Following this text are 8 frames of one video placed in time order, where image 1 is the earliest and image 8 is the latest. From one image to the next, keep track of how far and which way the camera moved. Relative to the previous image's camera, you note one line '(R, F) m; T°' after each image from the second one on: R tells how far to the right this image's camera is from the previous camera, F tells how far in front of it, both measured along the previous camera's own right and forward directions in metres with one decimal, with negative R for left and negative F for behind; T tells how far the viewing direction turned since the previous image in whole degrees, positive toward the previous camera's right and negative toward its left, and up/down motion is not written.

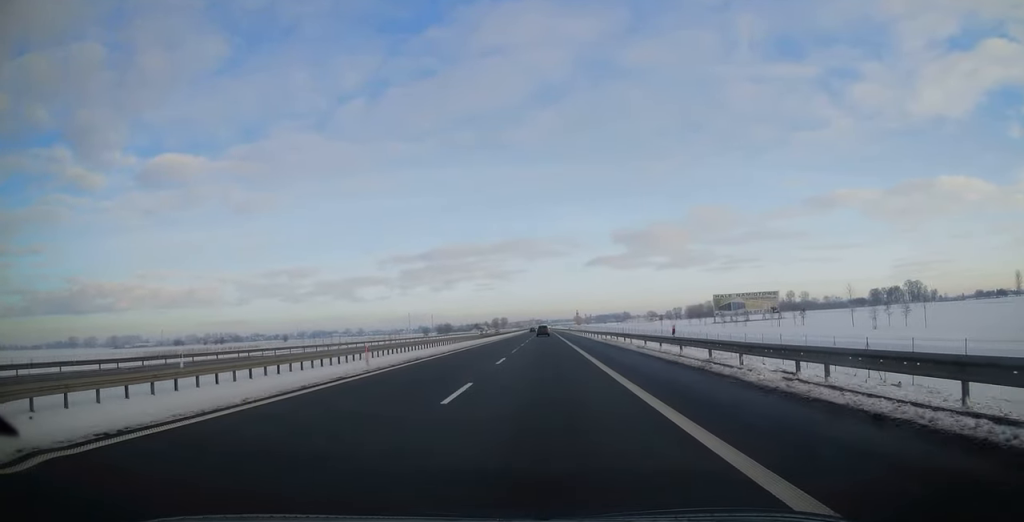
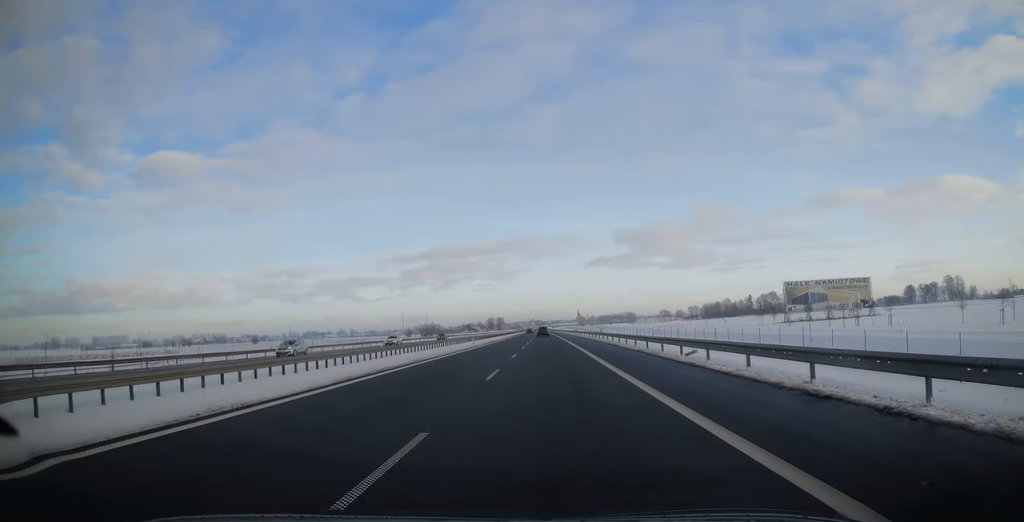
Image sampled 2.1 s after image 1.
(+0.4, +66.5) m; 0°
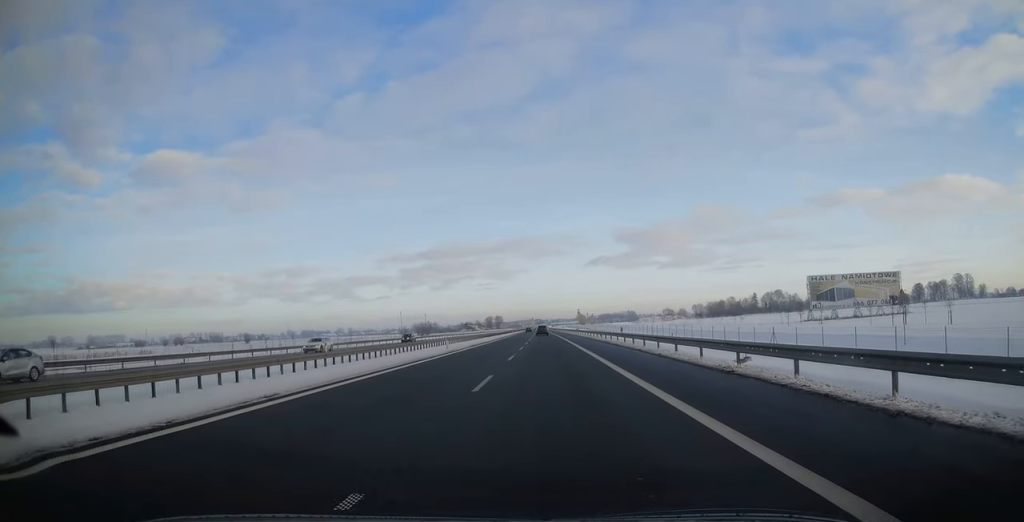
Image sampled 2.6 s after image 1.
(-0.1, +14.9) m; 0°
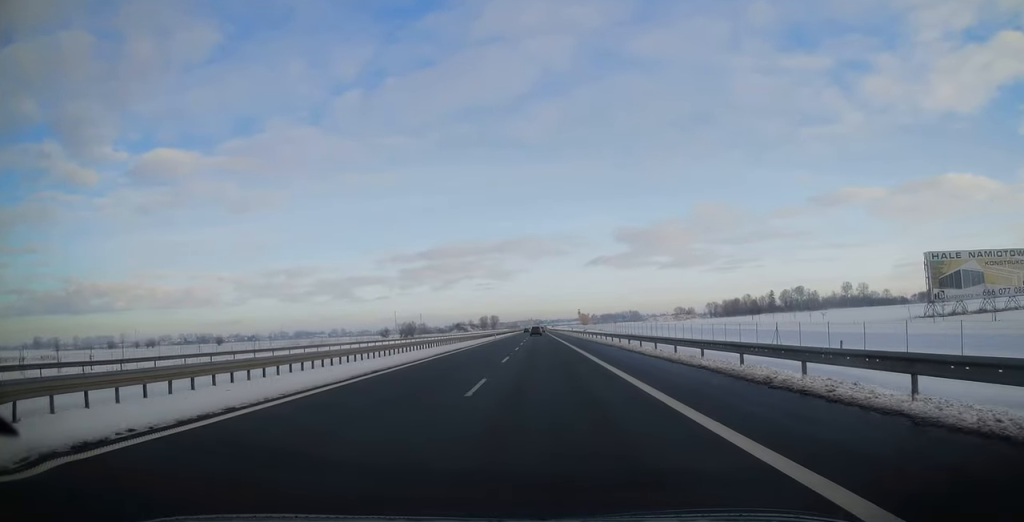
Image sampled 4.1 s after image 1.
(+0.1, +48.3) m; 0°
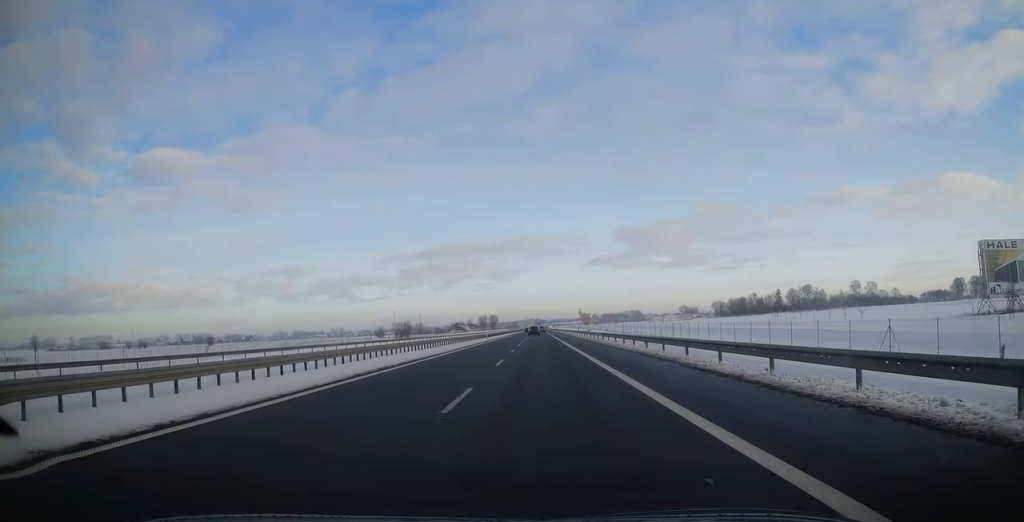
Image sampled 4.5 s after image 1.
(0.0, +14.3) m; 0°
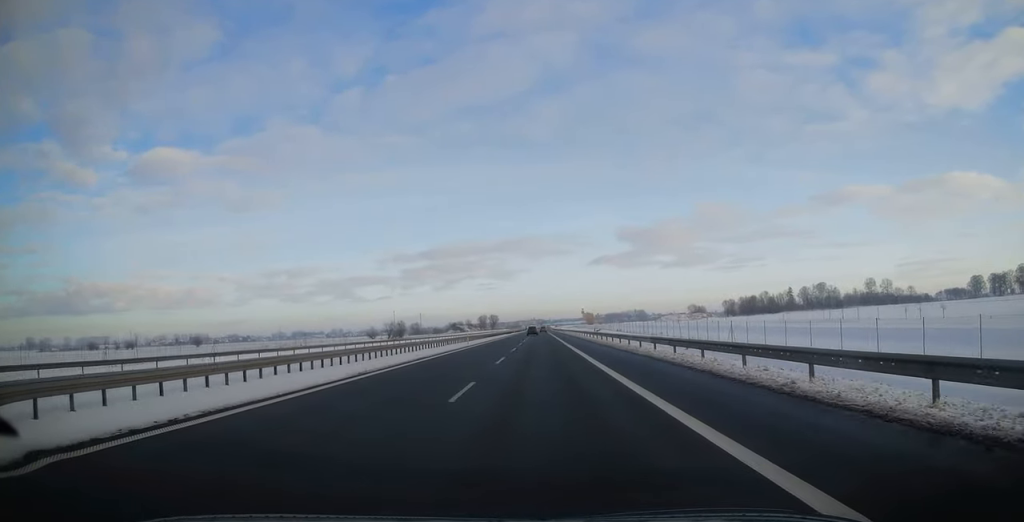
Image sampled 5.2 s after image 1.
(0.0, +22.3) m; 0°
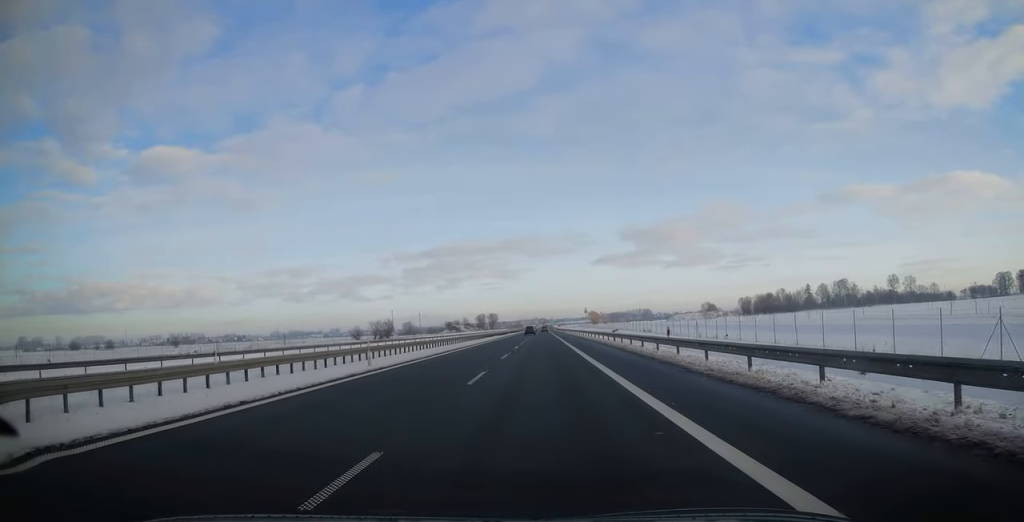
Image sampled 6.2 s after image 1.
(0.0, +32.4) m; 0°
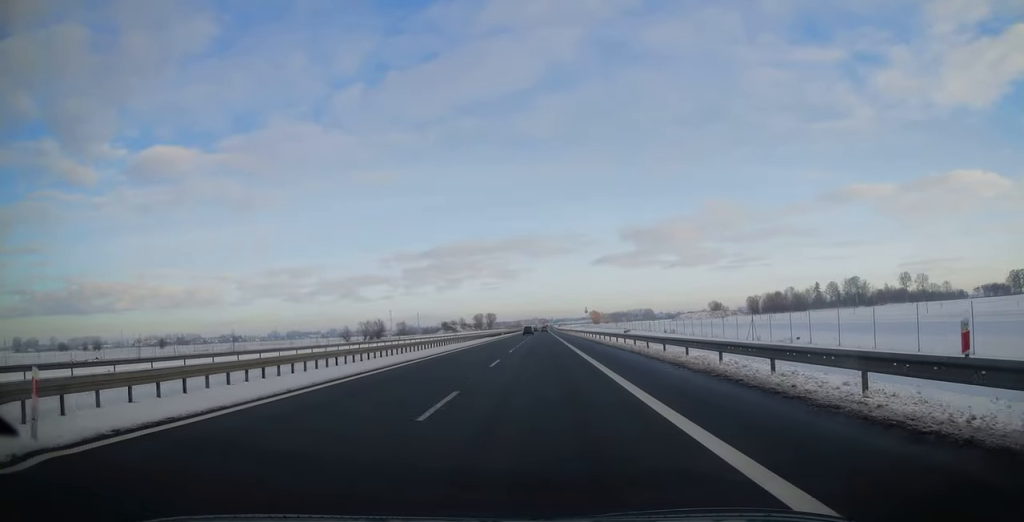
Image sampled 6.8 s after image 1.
(0.0, +17.5) m; 0°
